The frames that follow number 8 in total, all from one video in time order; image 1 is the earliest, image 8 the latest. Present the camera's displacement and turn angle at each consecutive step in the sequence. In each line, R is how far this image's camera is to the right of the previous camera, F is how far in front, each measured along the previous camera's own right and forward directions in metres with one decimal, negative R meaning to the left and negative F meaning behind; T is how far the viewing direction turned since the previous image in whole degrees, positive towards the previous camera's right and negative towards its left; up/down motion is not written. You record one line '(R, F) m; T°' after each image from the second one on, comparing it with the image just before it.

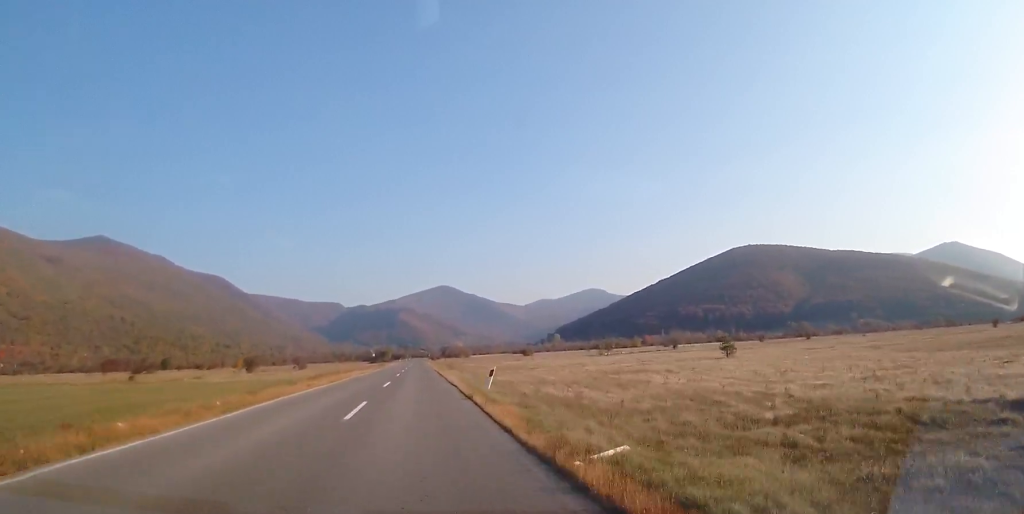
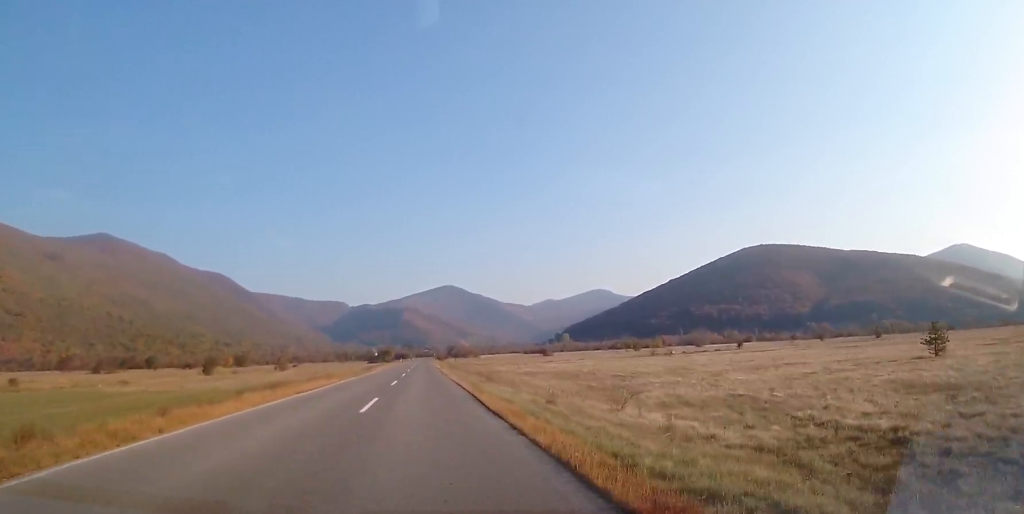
(-0.1, +28.3) m; -1°
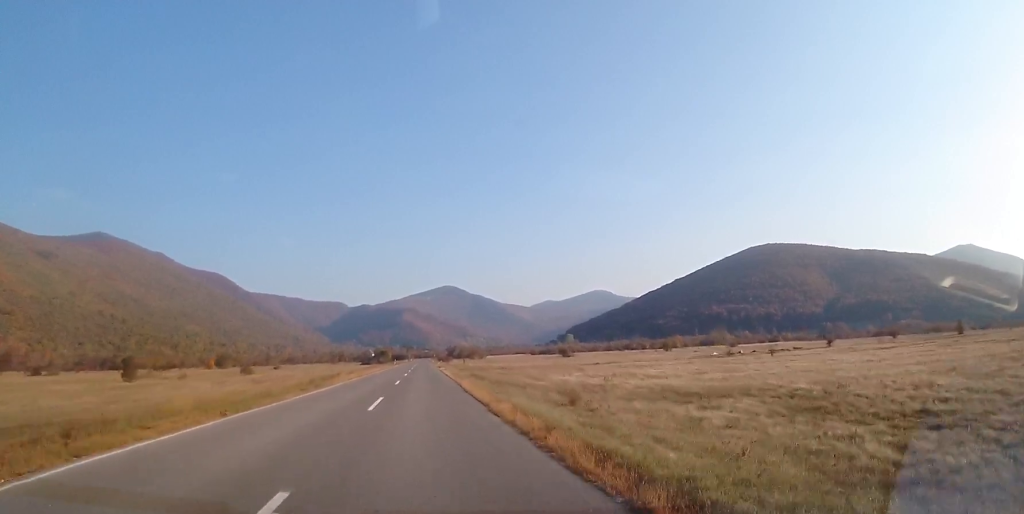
(-0.2, +28.4) m; 0°
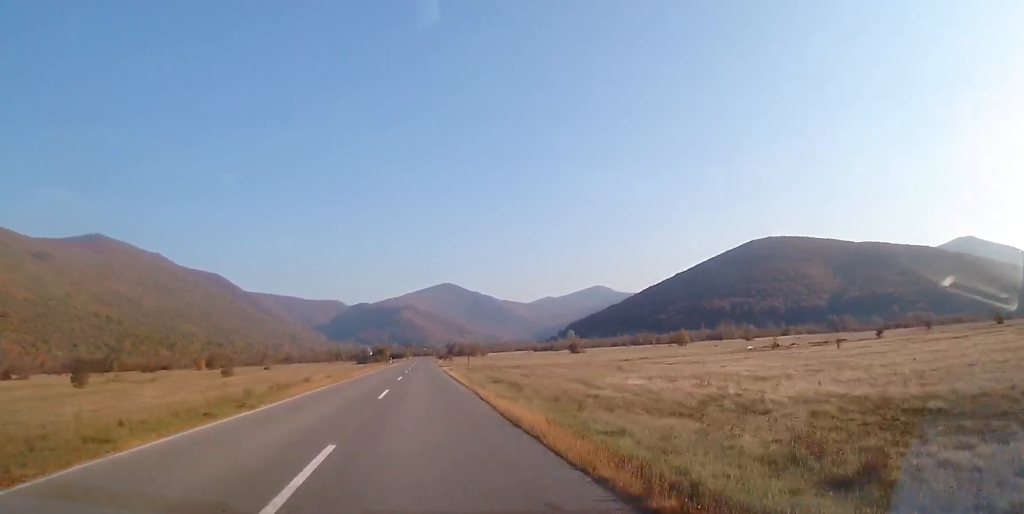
(+0.1, +11.9) m; 0°
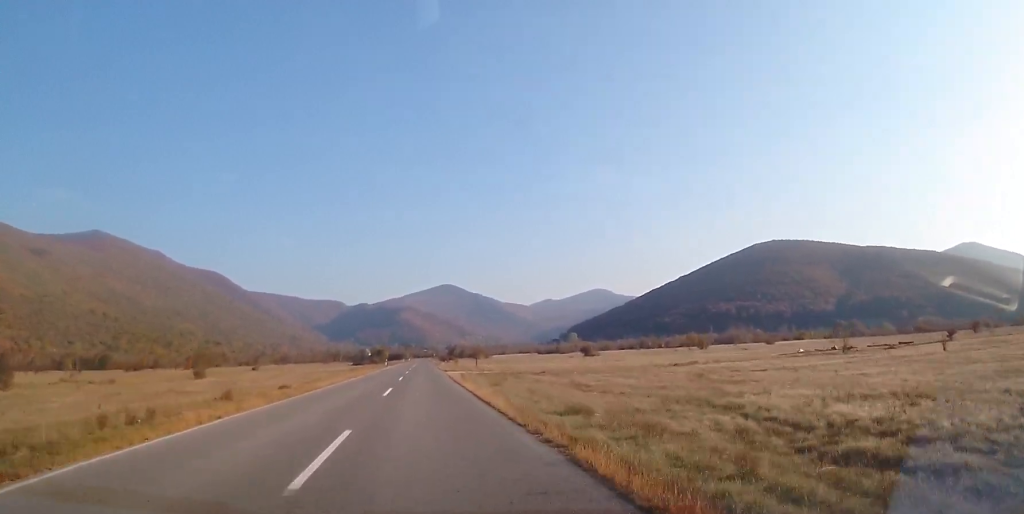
(0.0, +13.6) m; 0°
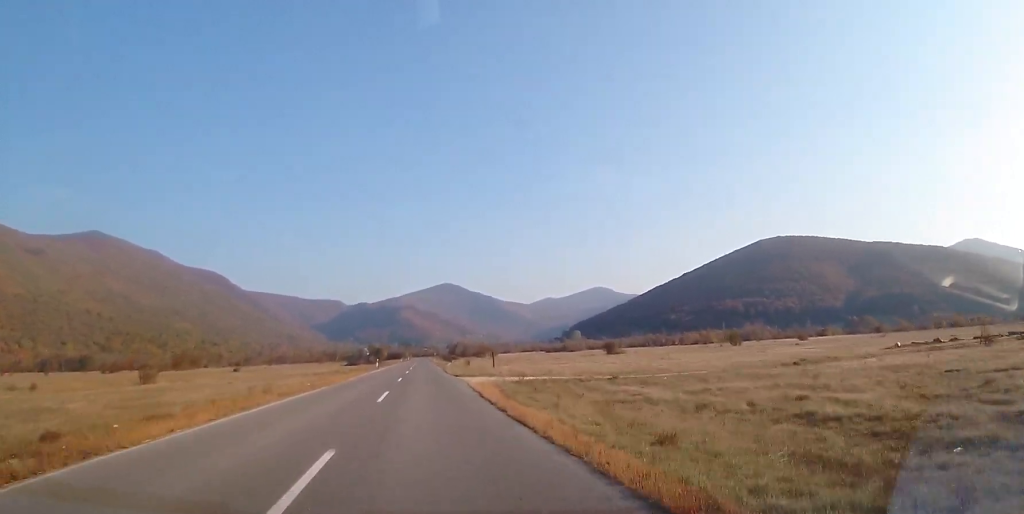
(0.0, +18.7) m; 0°
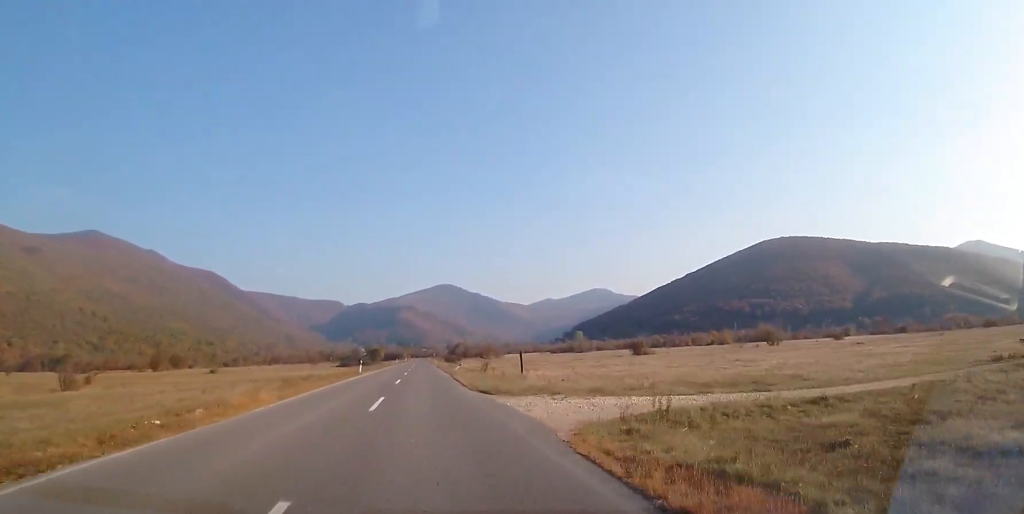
(0.0, +17.8) m; 0°
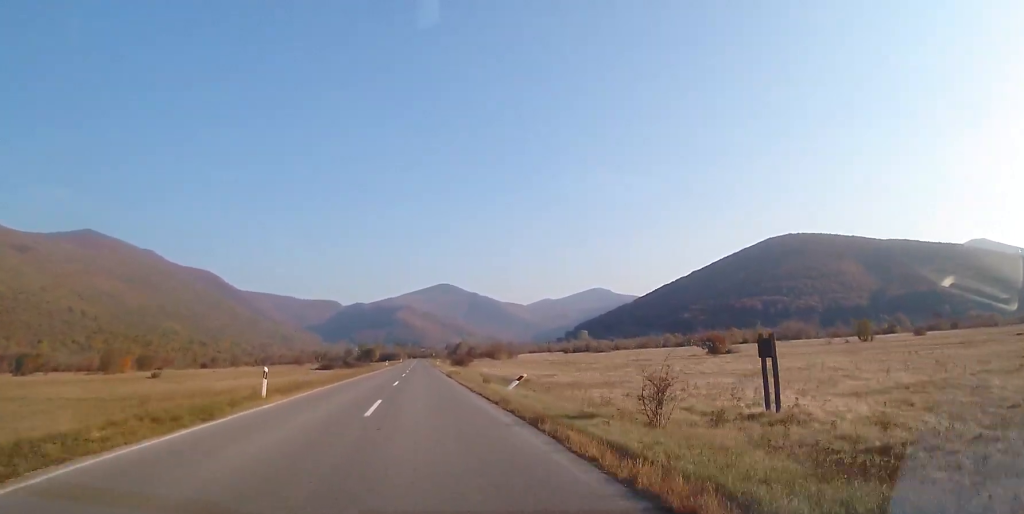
(-0.3, +31.9) m; 0°
